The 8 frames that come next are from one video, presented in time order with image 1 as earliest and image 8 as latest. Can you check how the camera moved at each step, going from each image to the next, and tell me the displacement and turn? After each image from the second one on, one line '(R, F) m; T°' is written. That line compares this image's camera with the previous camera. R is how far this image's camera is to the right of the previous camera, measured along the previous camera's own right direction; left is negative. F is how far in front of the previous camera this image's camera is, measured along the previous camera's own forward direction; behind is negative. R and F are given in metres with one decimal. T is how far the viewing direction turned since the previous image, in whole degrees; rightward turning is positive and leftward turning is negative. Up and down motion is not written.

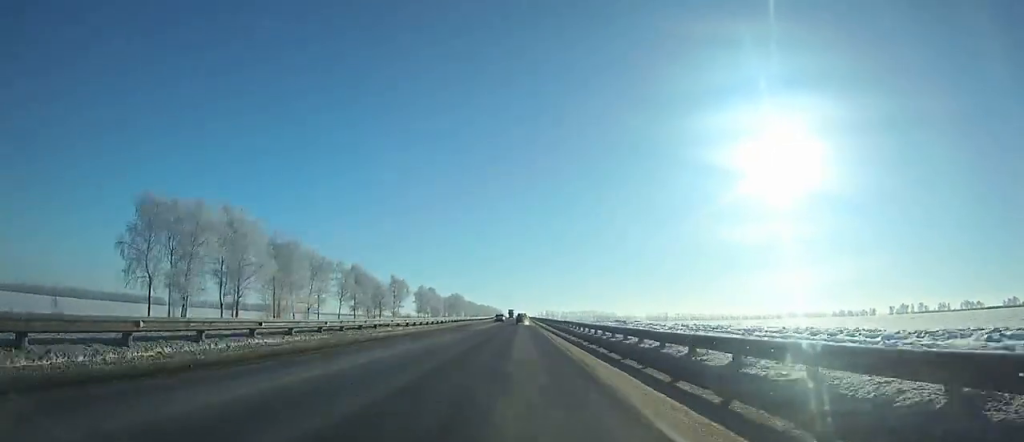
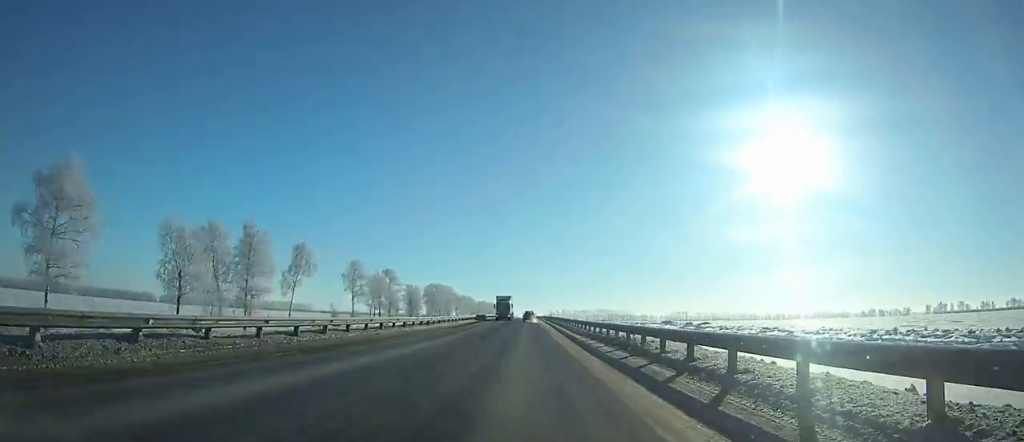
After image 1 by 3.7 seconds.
(-0.3, +84.2) m; 0°
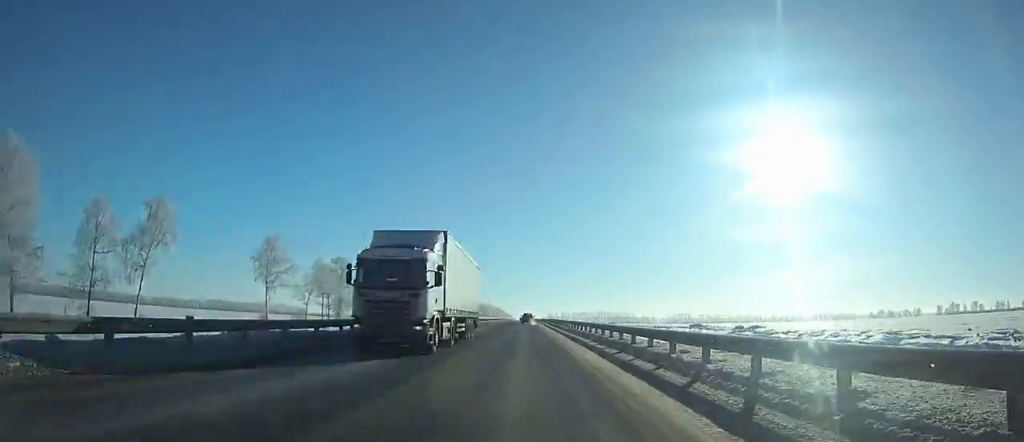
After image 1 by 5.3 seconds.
(0.0, +36.5) m; 0°
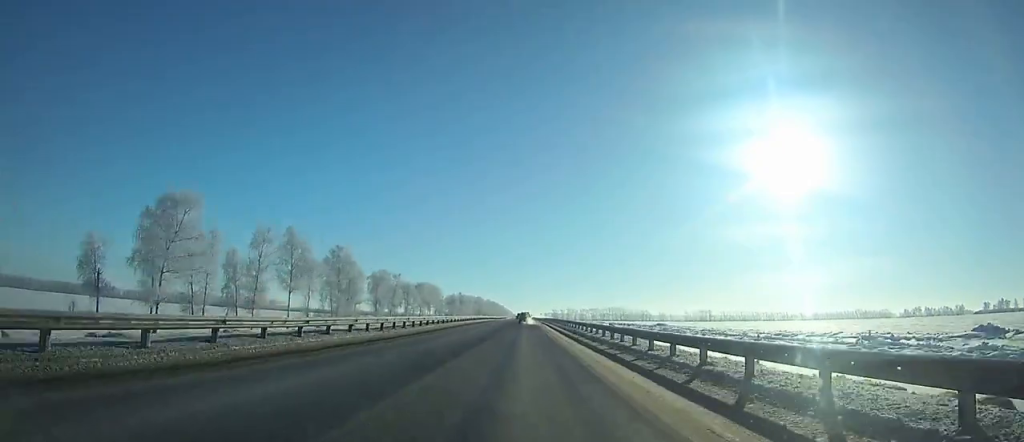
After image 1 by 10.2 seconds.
(+0.1, +111.2) m; 0°
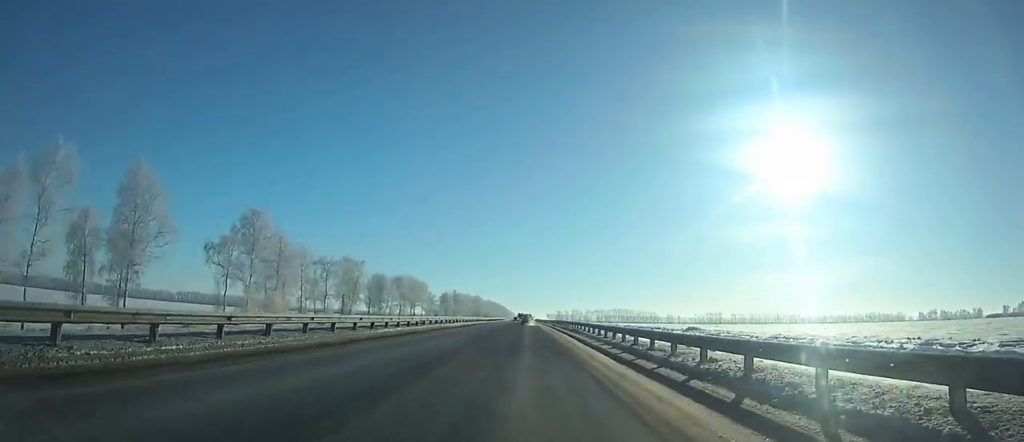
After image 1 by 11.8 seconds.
(-0.1, +35.9) m; 0°
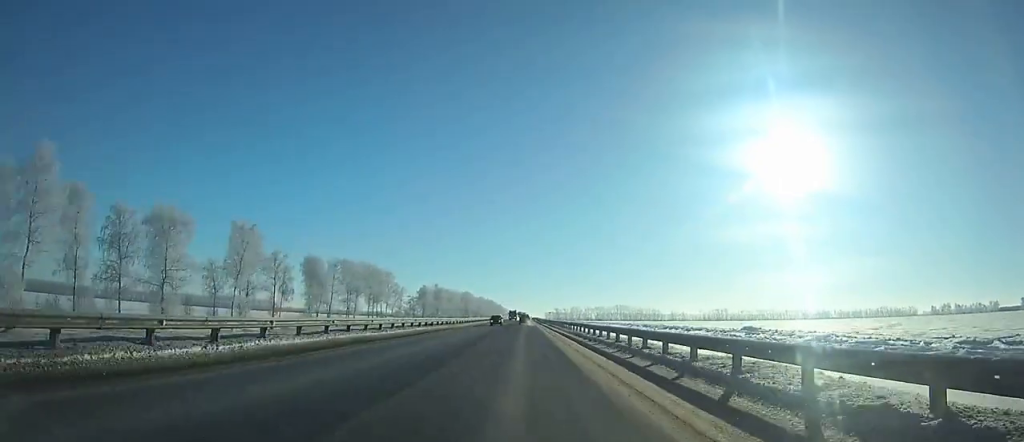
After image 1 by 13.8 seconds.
(0.0, +44.4) m; 0°
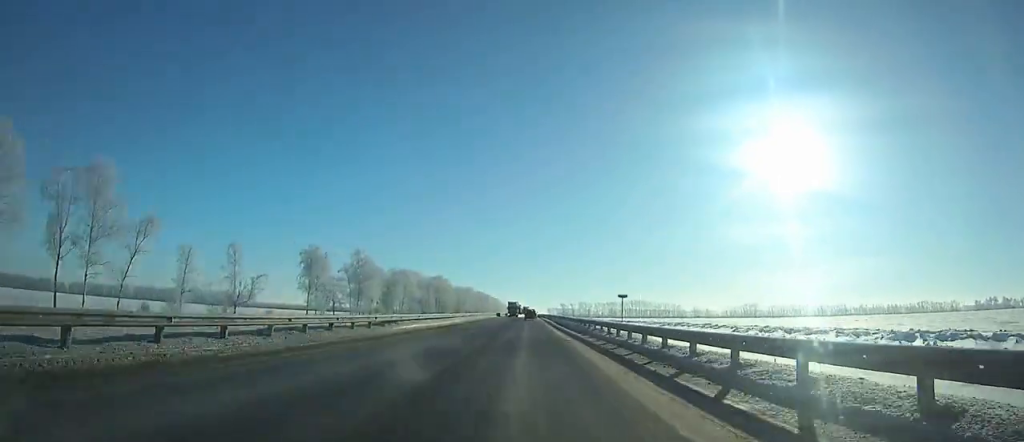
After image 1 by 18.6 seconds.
(+0.1, +102.7) m; 0°
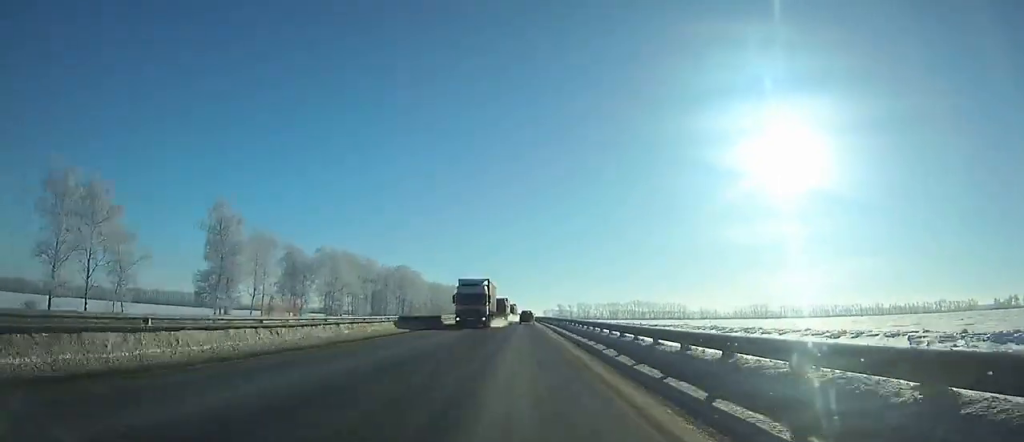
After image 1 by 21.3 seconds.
(+0.2, +53.3) m; 0°
